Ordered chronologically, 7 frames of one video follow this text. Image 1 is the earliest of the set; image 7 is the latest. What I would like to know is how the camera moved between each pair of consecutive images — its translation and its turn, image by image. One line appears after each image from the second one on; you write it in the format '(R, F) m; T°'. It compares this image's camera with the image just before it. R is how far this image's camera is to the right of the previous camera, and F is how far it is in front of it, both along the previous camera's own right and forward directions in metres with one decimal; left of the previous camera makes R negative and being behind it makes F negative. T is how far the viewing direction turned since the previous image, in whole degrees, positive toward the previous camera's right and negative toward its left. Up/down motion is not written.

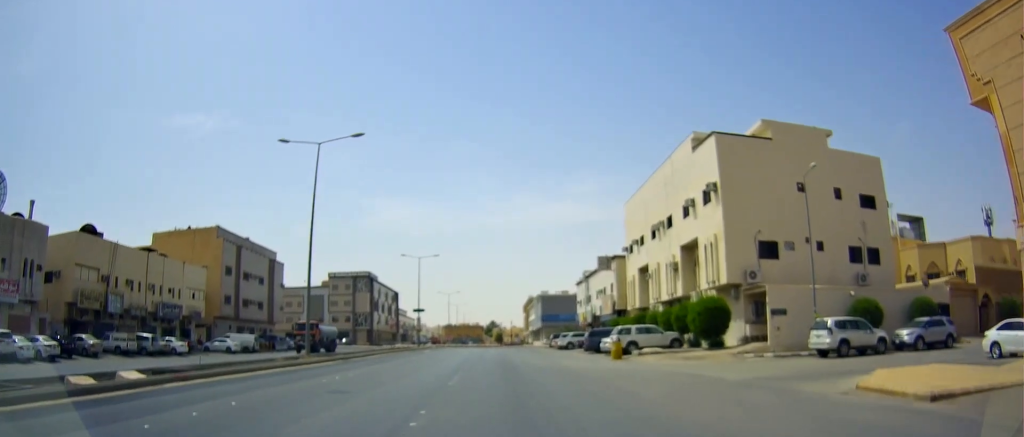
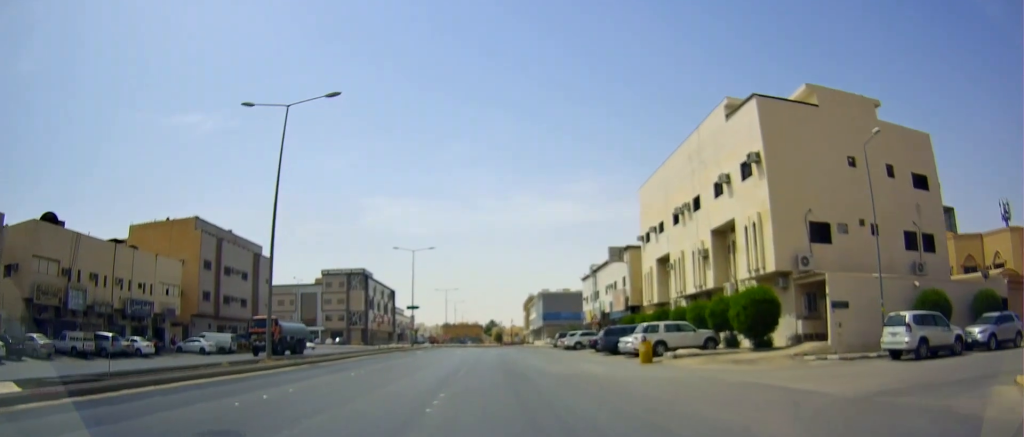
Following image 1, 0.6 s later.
(+0.1, +6.1) m; +1°
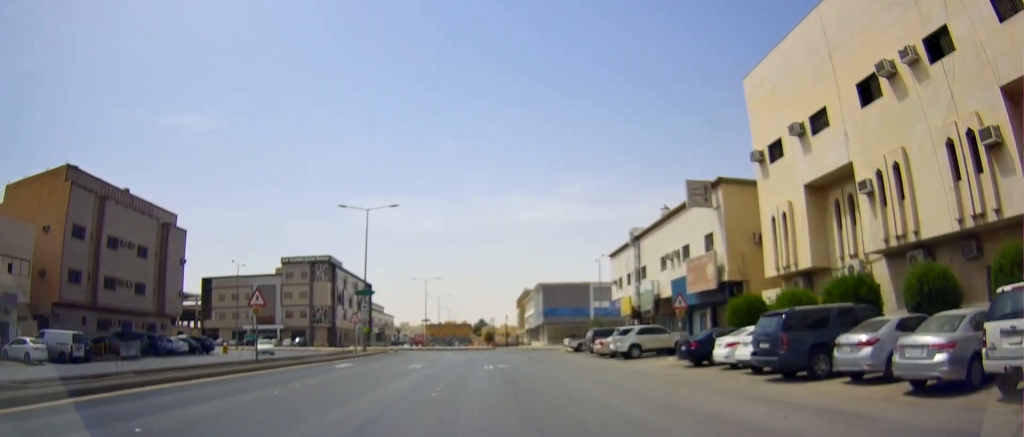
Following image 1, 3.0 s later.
(-0.6, +25.2) m; -1°
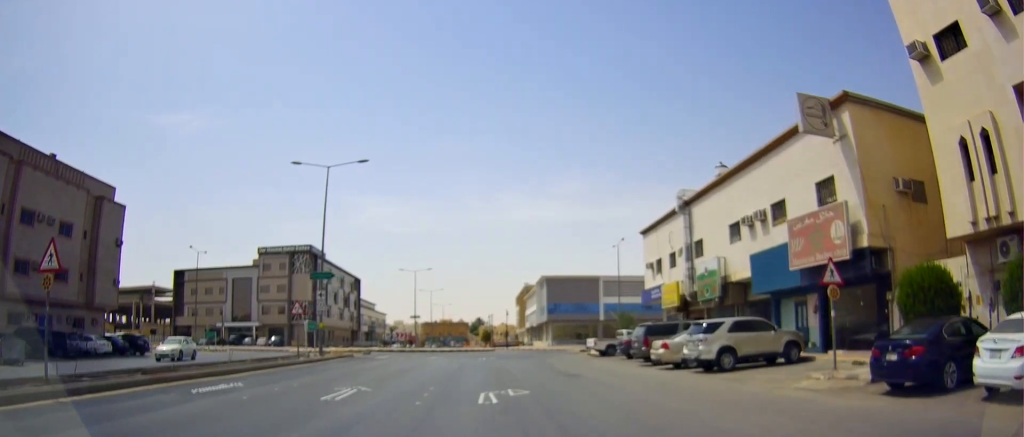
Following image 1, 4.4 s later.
(+0.9, +13.4) m; +3°
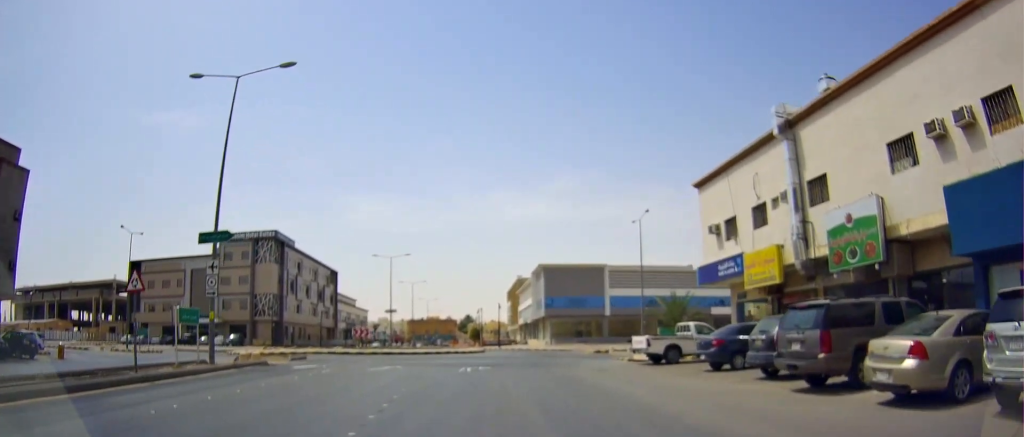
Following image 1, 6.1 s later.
(-0.3, +15.8) m; -1°
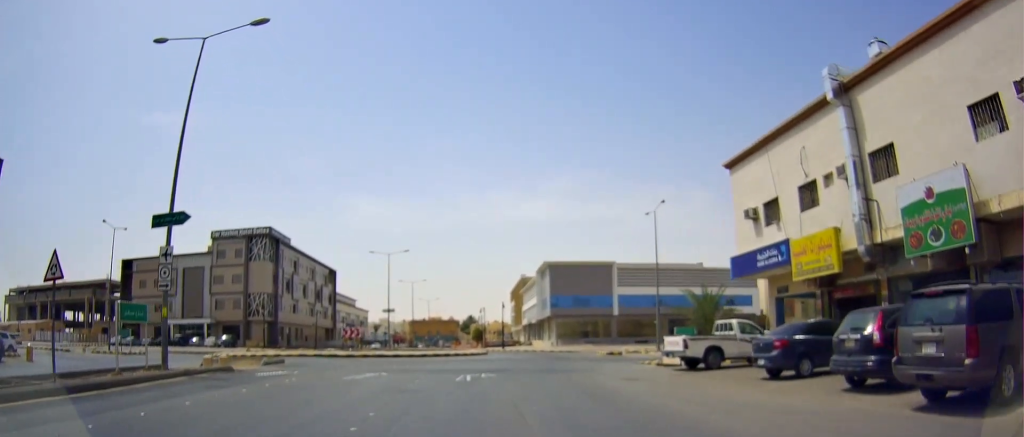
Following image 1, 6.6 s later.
(+0.1, +4.3) m; 0°
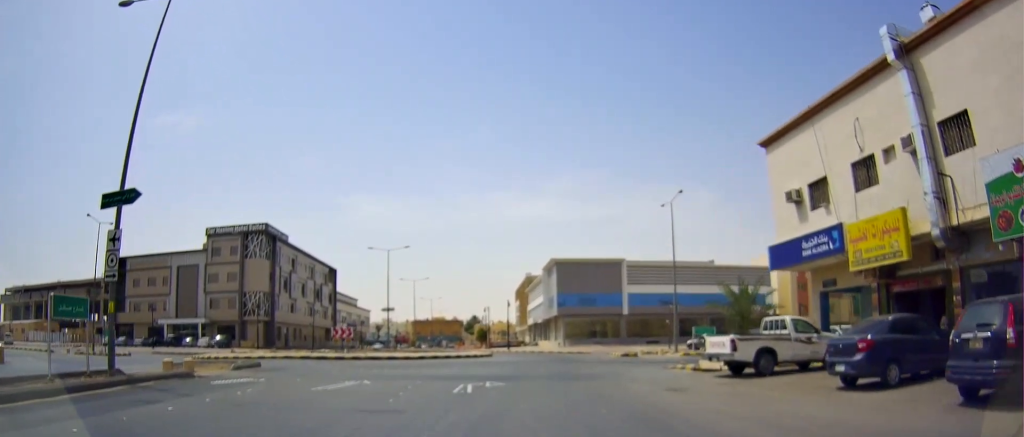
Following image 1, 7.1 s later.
(0.0, +3.8) m; -1°
